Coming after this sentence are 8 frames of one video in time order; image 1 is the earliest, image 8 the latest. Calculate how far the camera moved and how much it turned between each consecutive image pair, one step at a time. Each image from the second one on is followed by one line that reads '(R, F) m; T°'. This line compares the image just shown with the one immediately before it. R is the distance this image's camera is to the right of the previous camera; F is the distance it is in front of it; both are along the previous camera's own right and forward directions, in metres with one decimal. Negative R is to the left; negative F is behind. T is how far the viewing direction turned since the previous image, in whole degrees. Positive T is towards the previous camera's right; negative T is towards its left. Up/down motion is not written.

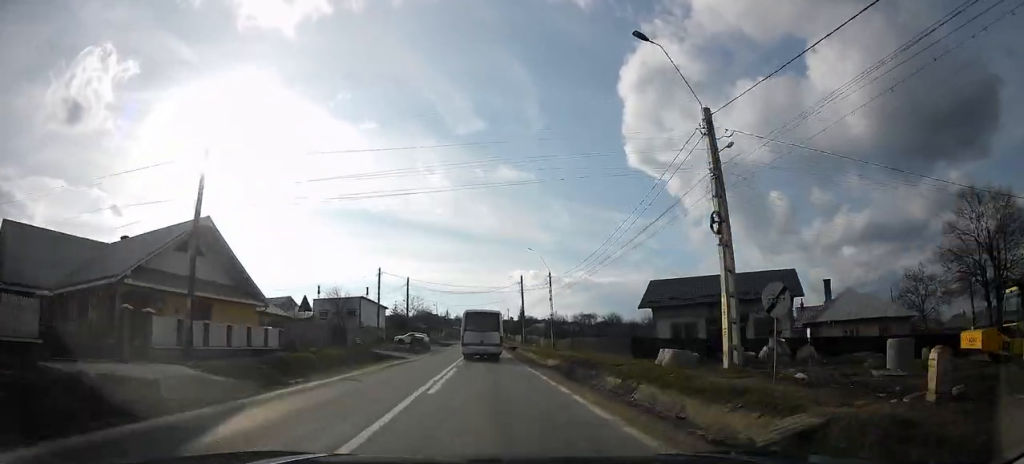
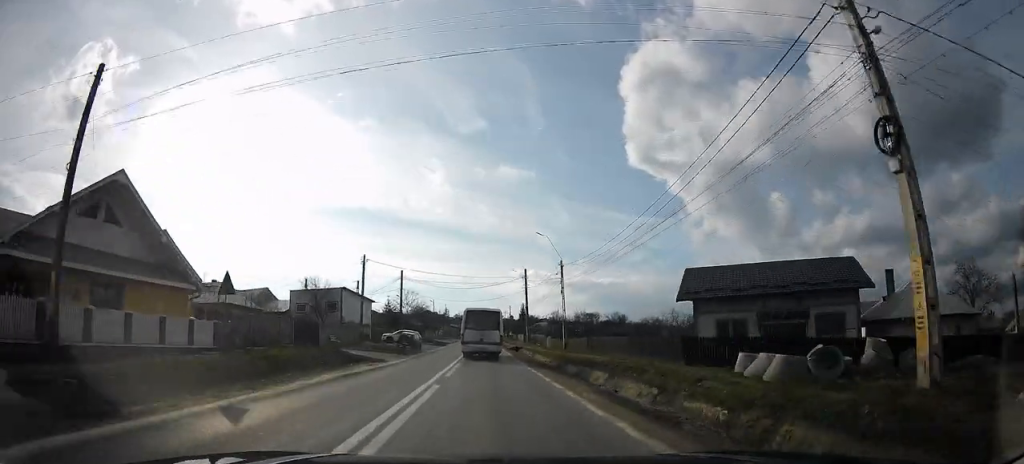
(-0.2, +7.5) m; -2°
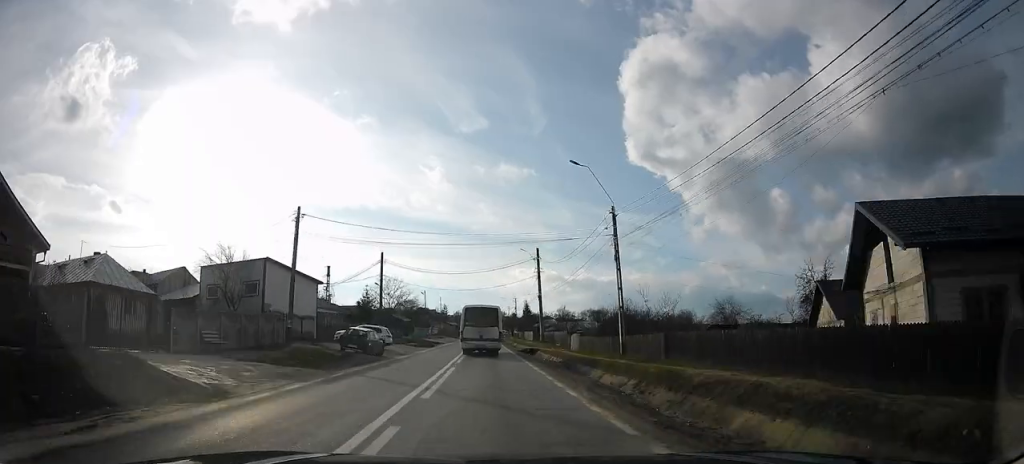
(0.0, +18.2) m; -1°
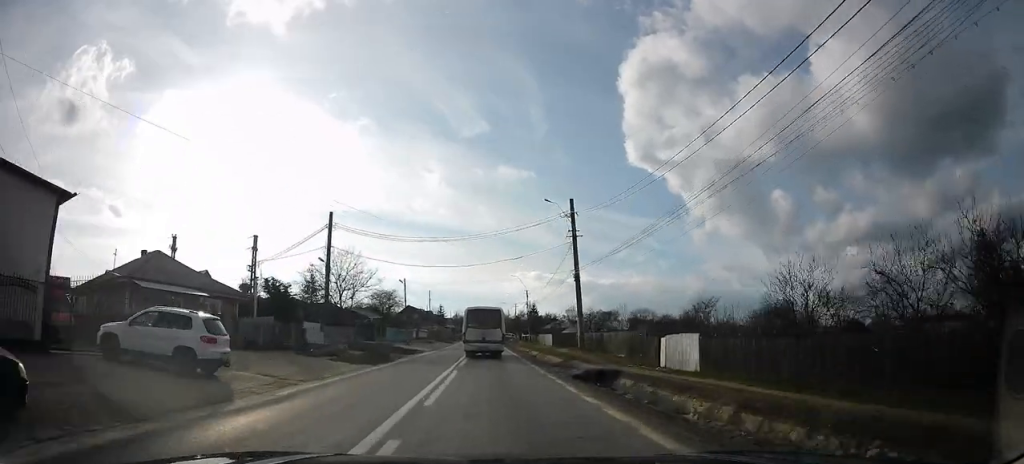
(-0.1, +24.8) m; 0°
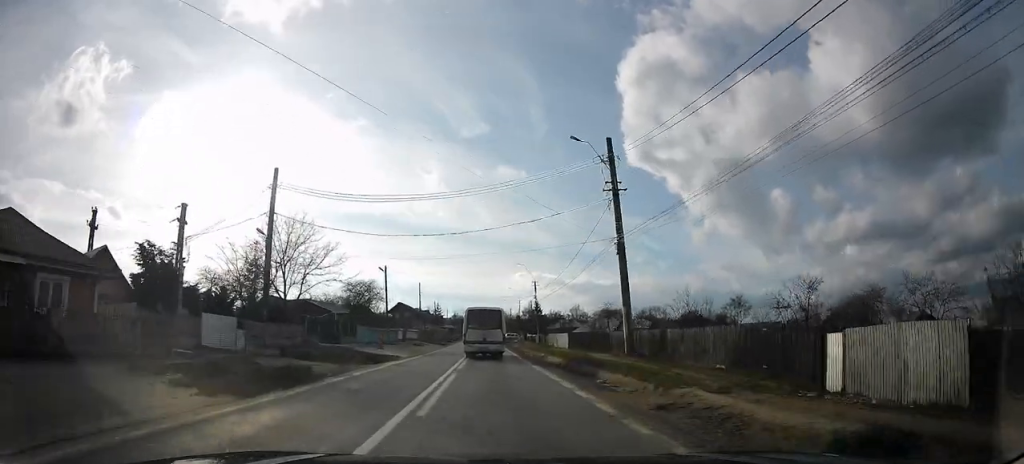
(+0.1, +12.9) m; 0°
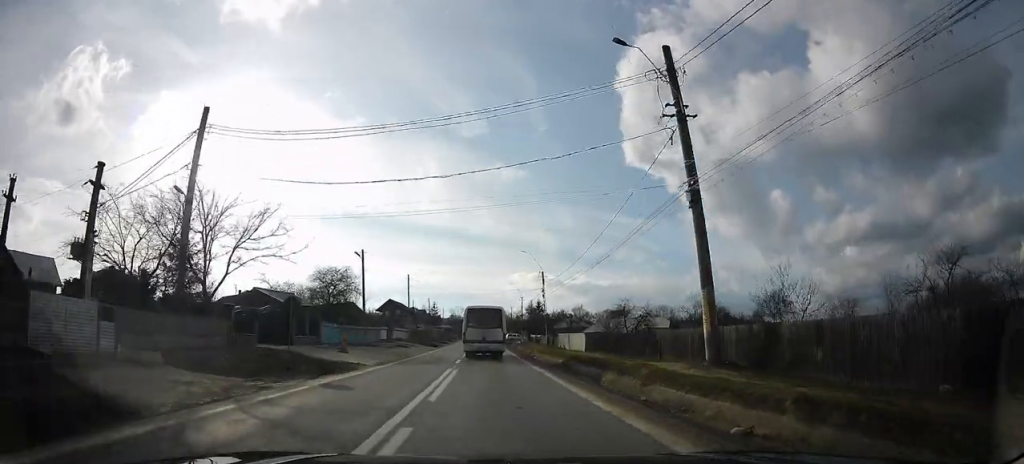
(0.0, +9.9) m; 0°
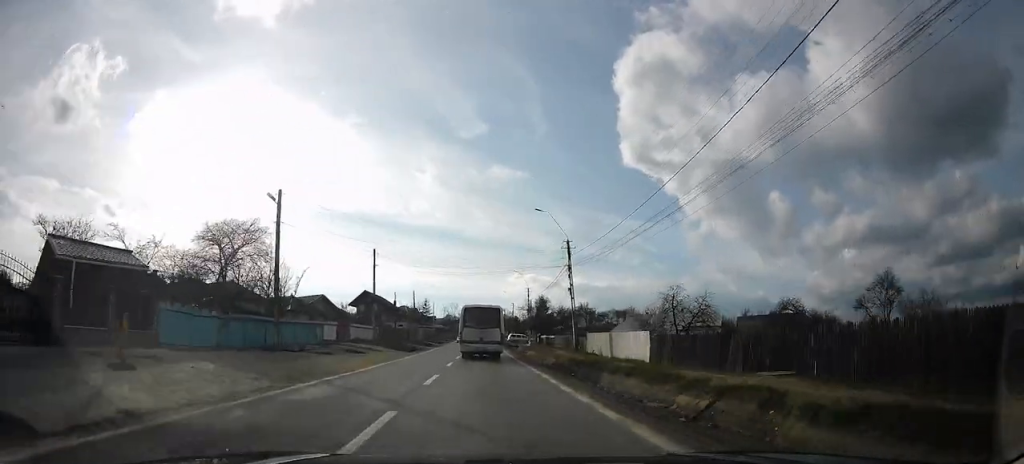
(0.0, +18.6) m; -1°
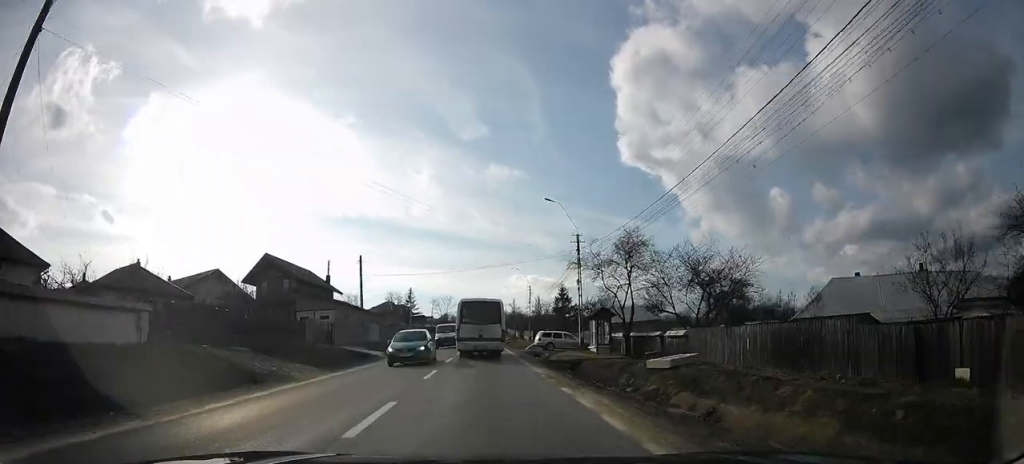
(+0.8, +39.3) m; +5°
